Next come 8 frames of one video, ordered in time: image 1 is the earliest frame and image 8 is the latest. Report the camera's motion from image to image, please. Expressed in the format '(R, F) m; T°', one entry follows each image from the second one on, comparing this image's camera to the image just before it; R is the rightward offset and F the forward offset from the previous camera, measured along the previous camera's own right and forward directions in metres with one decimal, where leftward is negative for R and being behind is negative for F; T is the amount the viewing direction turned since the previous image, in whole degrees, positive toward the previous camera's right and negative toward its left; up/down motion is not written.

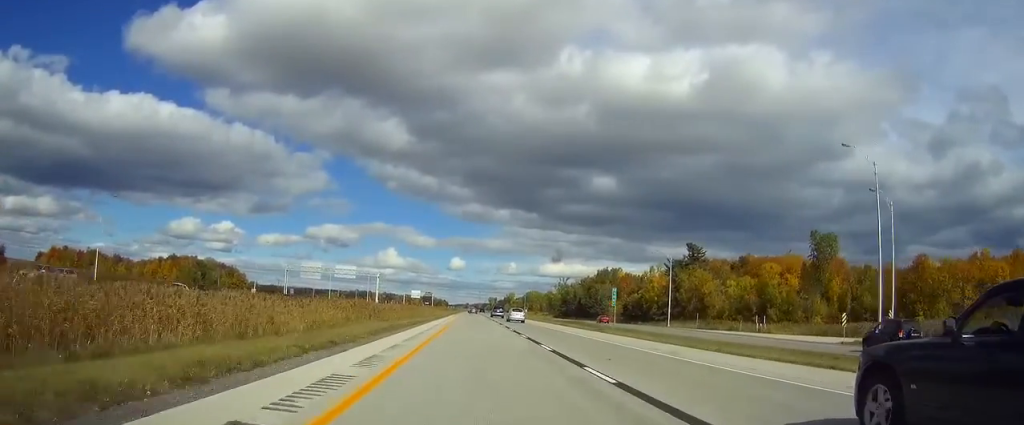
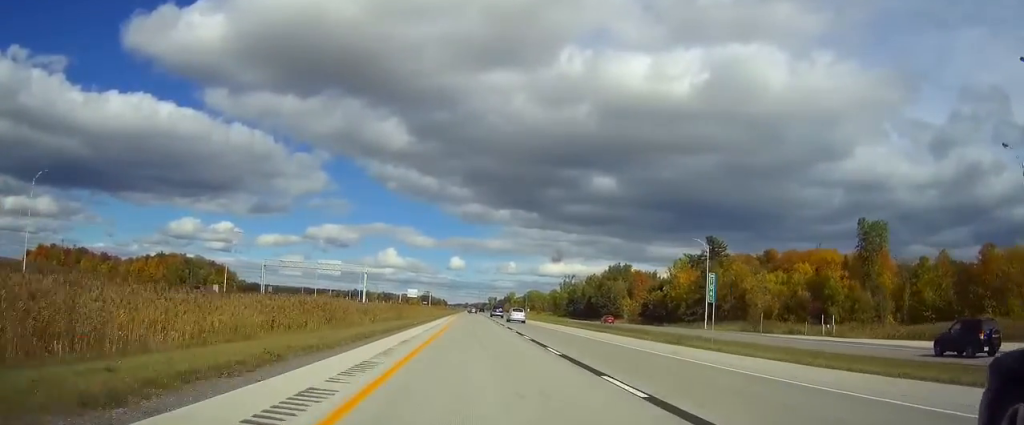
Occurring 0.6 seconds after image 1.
(0.0, +19.7) m; 0°
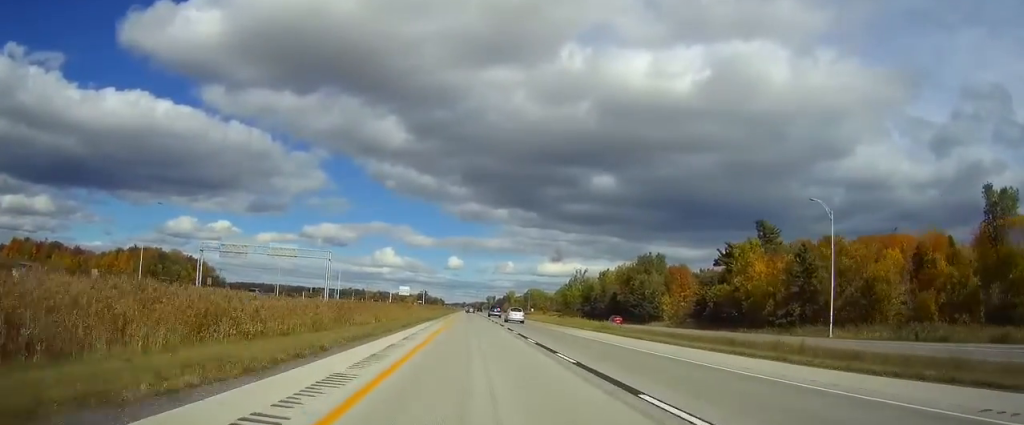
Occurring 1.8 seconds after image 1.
(0.0, +38.3) m; 0°
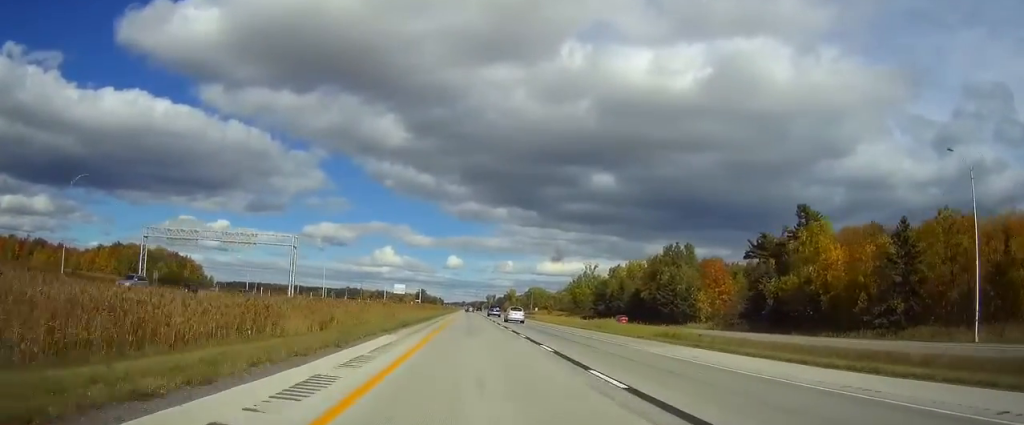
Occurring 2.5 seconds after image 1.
(+0.1, +23.0) m; 0°
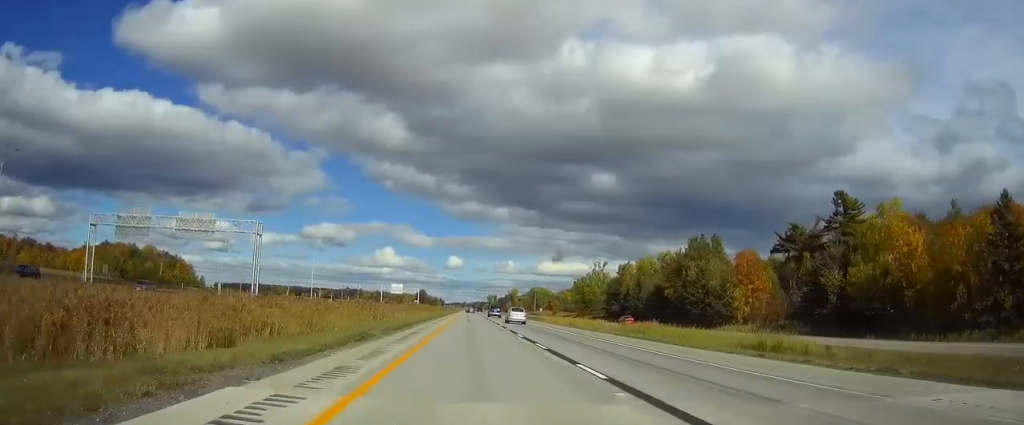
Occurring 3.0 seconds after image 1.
(0.0, +16.4) m; 0°
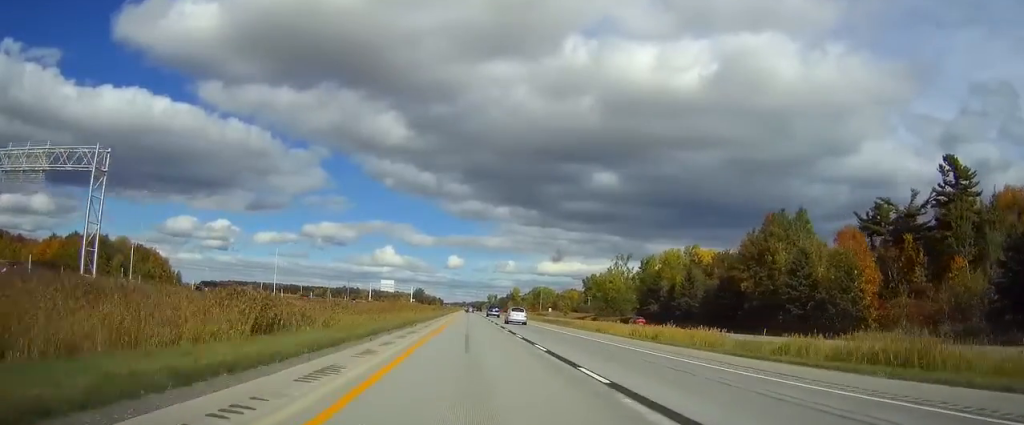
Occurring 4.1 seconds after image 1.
(-0.1, +36.3) m; 0°
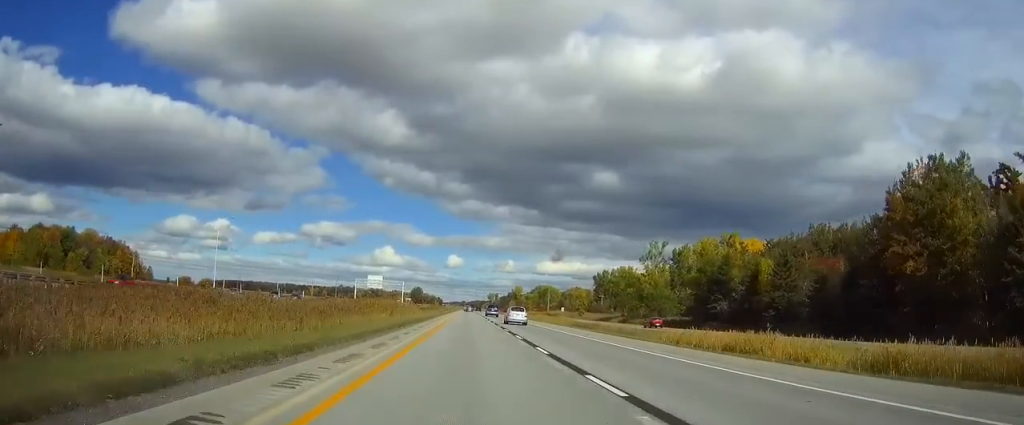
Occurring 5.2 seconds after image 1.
(0.0, +37.5) m; 0°
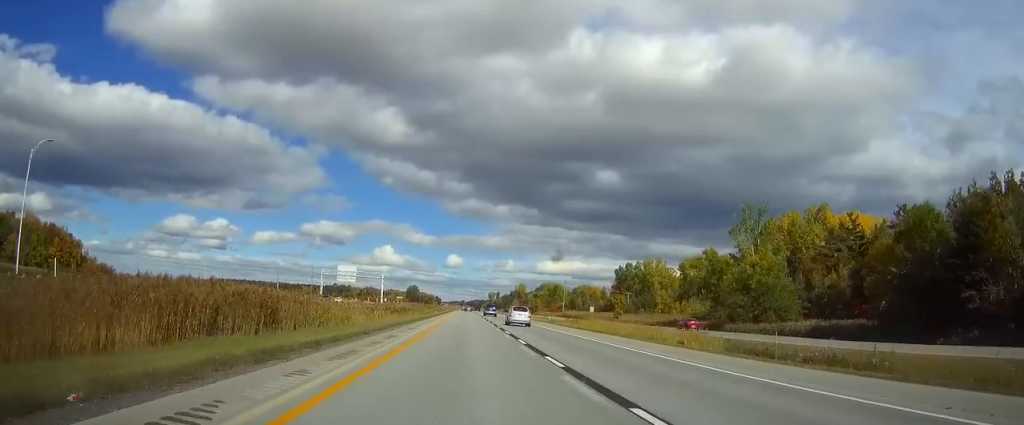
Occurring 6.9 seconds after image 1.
(0.0, +57.7) m; 0°
